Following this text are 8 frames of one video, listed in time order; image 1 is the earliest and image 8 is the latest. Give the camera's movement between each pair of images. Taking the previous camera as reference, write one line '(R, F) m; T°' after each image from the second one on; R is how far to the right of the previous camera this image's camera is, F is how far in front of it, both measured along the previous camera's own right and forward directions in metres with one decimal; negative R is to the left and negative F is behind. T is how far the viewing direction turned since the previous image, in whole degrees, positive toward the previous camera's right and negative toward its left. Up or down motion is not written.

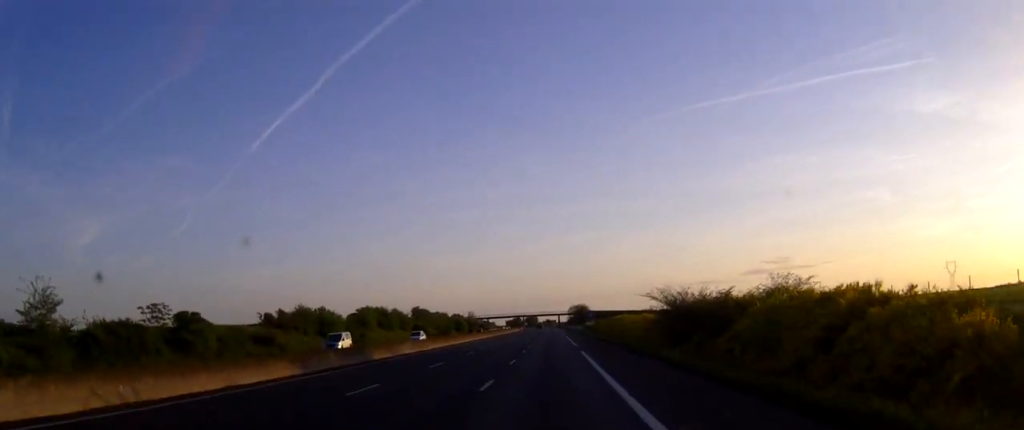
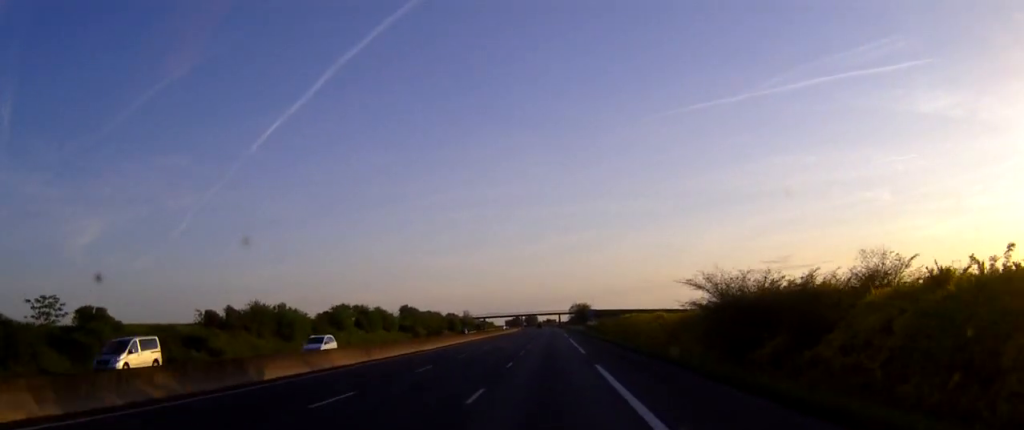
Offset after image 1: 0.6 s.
(0.0, +16.3) m; 0°
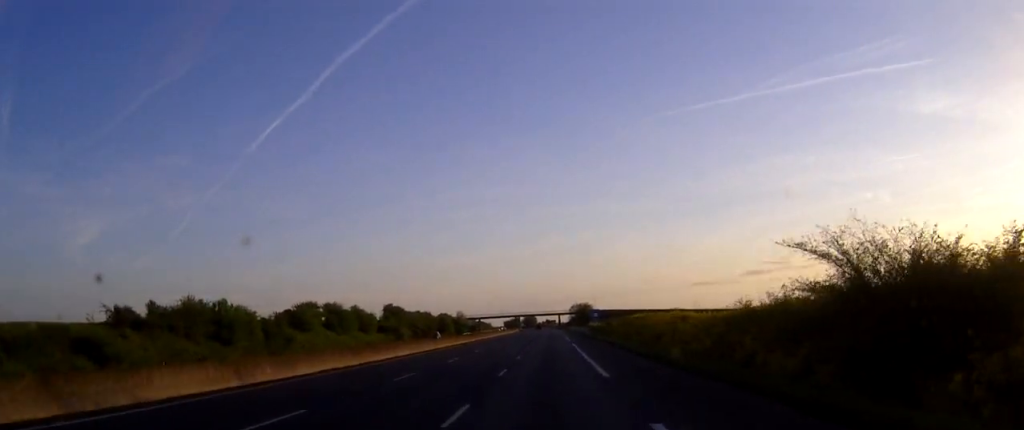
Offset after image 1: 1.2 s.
(0.0, +17.2) m; 0°
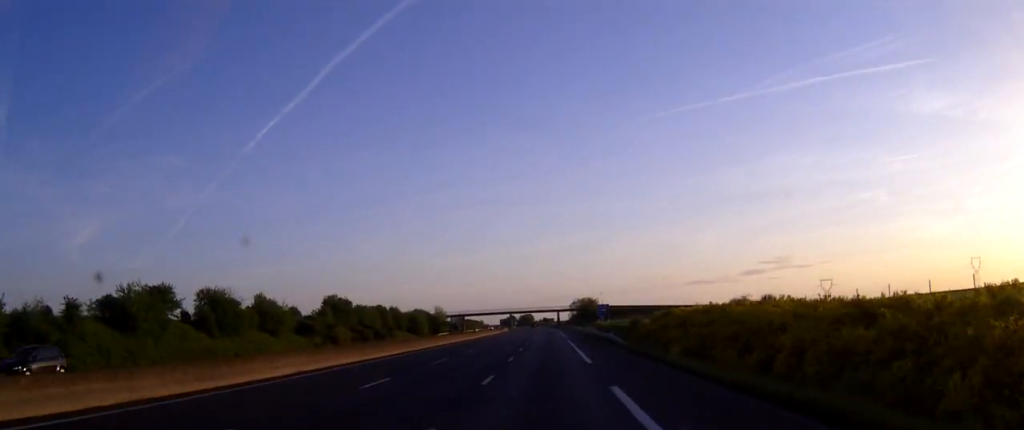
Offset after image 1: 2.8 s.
(0.0, +43.3) m; 0°
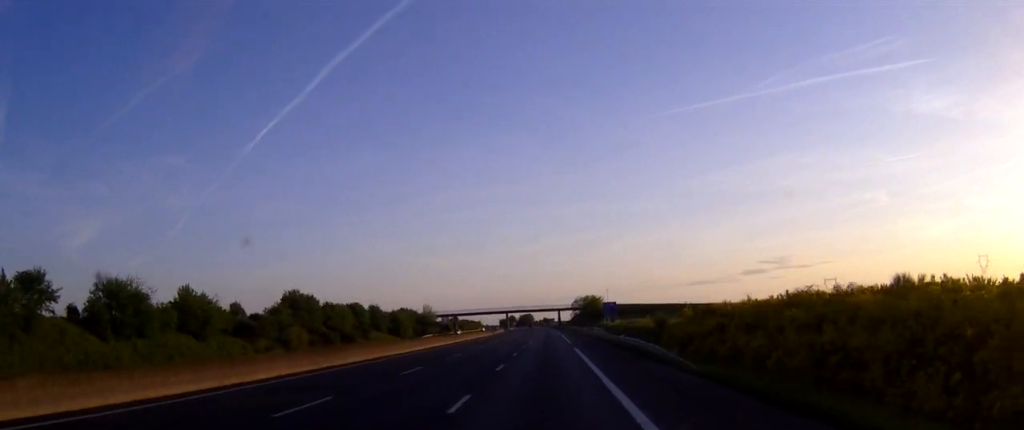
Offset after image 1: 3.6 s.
(0.0, +19.9) m; 0°
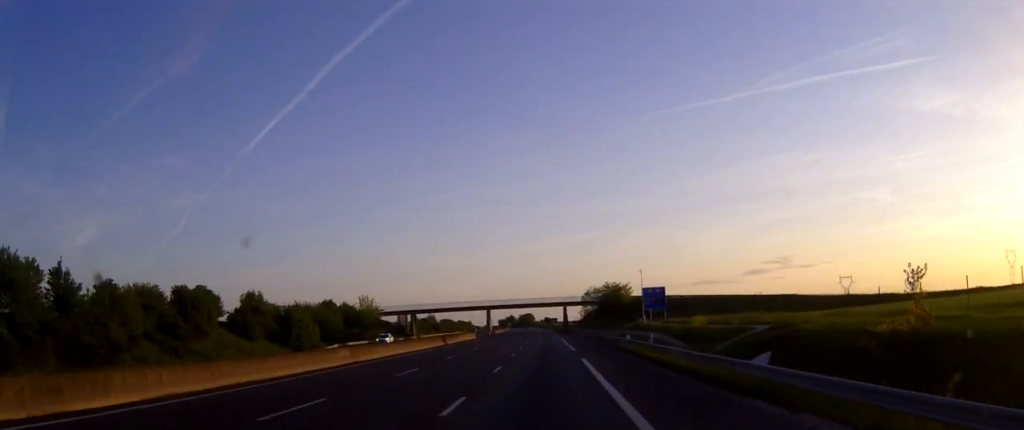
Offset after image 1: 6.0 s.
(-0.1, +66.1) m; 0°
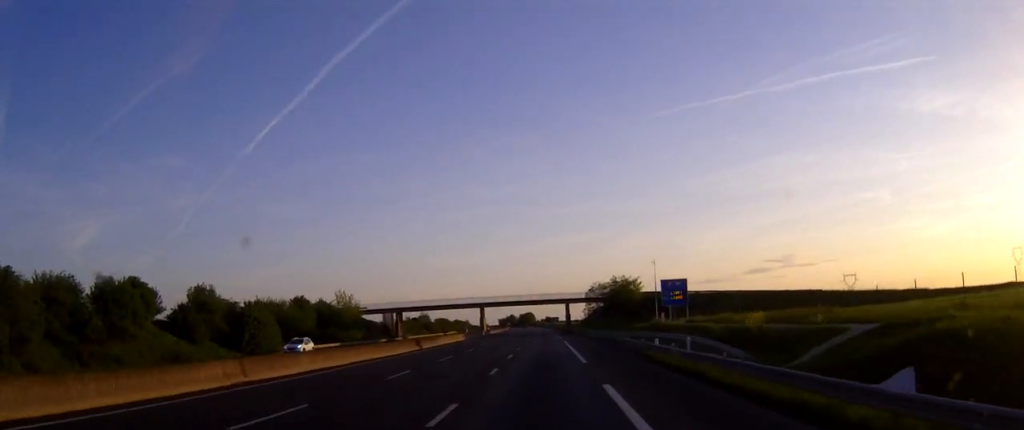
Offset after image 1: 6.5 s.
(0.0, +14.4) m; 0°
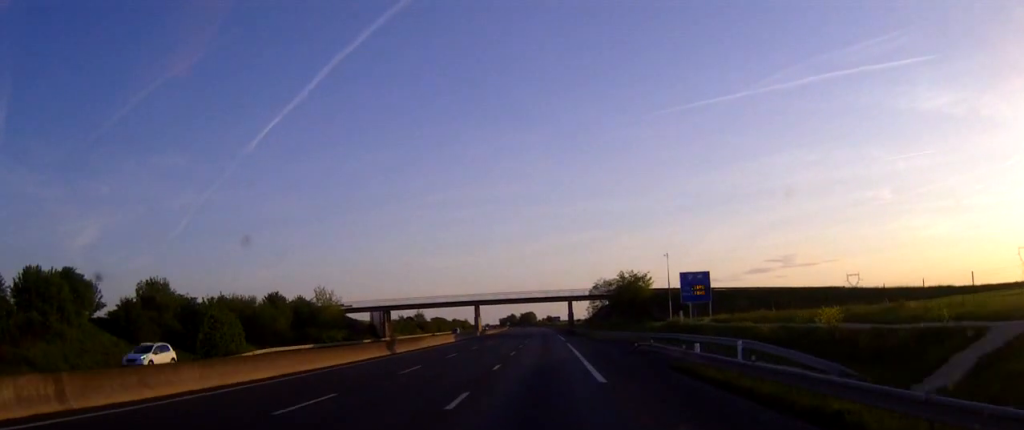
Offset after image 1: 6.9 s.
(0.0, +10.8) m; 0°
